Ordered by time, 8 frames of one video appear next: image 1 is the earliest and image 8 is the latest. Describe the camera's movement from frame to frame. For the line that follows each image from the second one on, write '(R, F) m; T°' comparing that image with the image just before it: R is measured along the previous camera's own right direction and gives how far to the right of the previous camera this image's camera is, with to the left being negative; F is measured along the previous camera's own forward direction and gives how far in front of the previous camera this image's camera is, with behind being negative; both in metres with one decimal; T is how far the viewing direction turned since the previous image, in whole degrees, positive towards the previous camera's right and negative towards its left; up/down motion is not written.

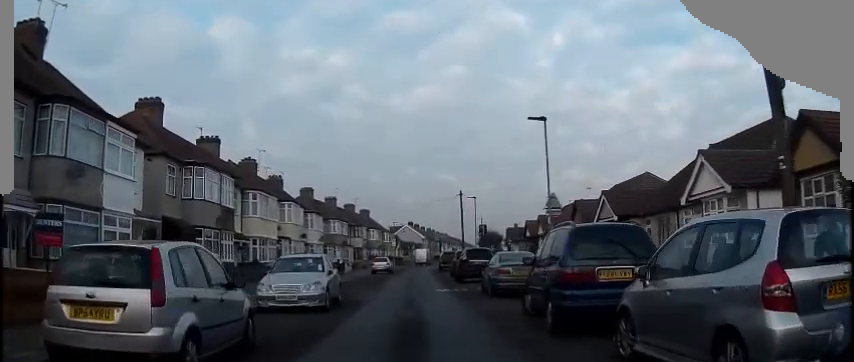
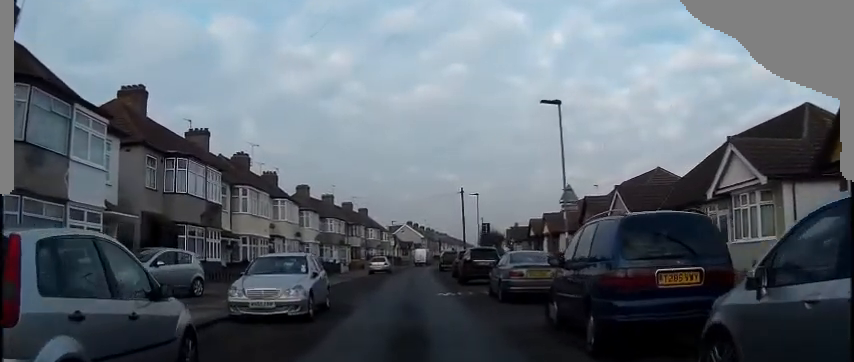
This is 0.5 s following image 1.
(0.0, +2.3) m; 0°
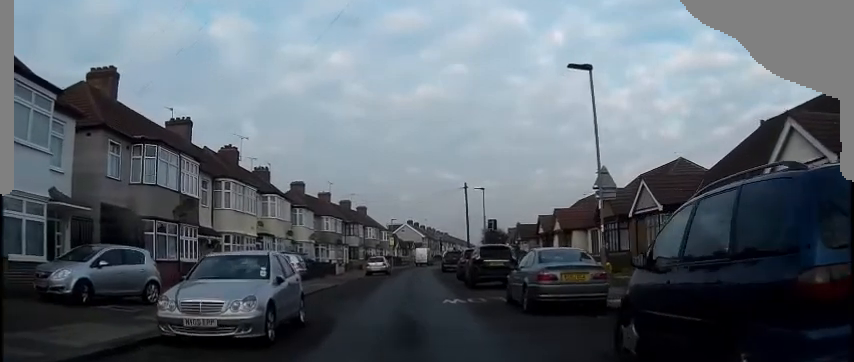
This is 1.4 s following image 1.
(0.0, +3.8) m; 0°
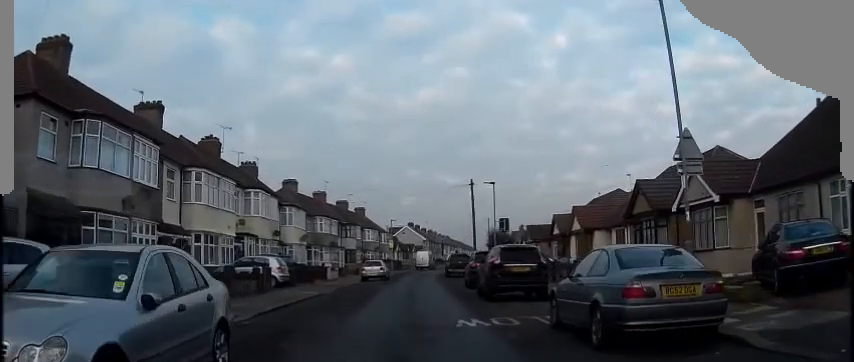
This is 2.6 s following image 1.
(+0.1, +4.8) m; +1°
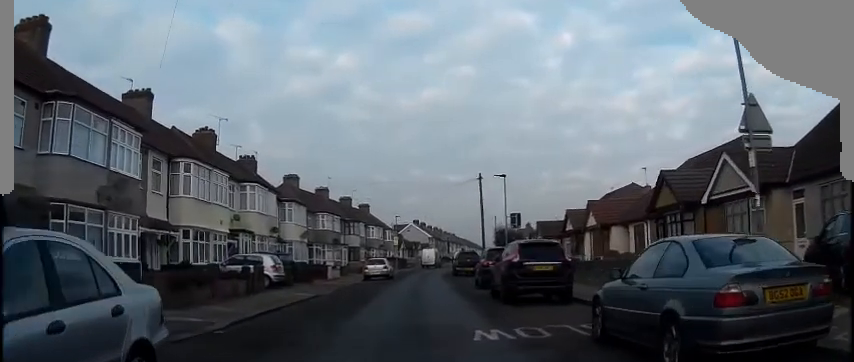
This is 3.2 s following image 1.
(0.0, +2.0) m; +1°
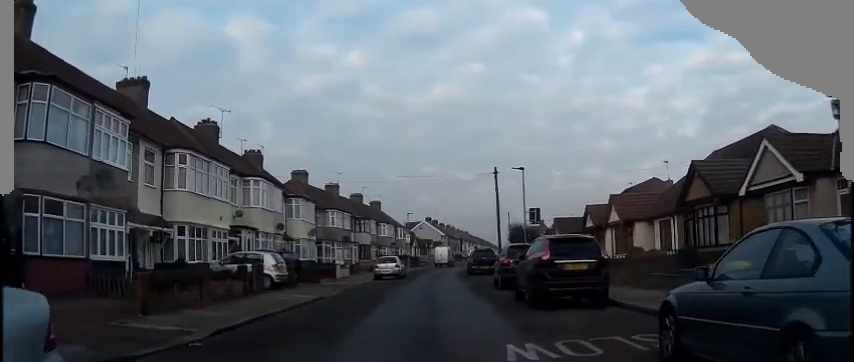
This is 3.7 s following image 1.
(0.0, +1.7) m; +1°
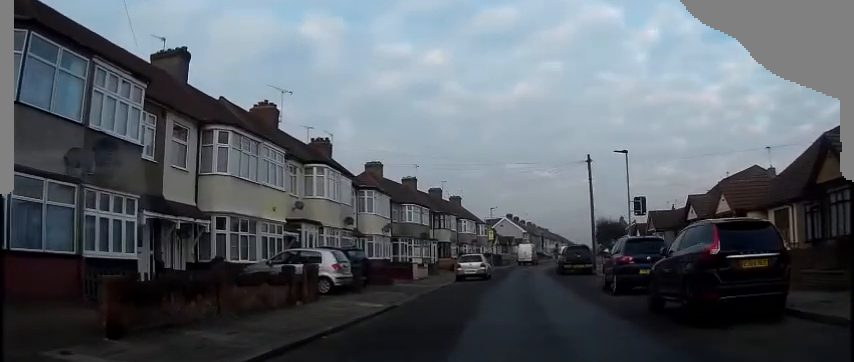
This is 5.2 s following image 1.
(+0.1, +4.4) m; 0°
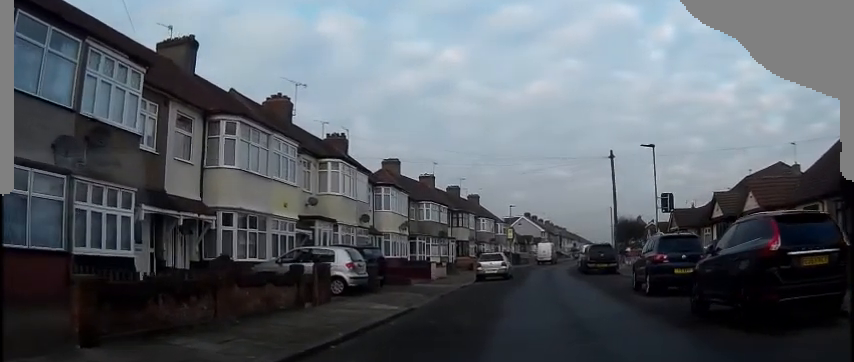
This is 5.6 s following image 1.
(0.0, +1.3) m; -3°
